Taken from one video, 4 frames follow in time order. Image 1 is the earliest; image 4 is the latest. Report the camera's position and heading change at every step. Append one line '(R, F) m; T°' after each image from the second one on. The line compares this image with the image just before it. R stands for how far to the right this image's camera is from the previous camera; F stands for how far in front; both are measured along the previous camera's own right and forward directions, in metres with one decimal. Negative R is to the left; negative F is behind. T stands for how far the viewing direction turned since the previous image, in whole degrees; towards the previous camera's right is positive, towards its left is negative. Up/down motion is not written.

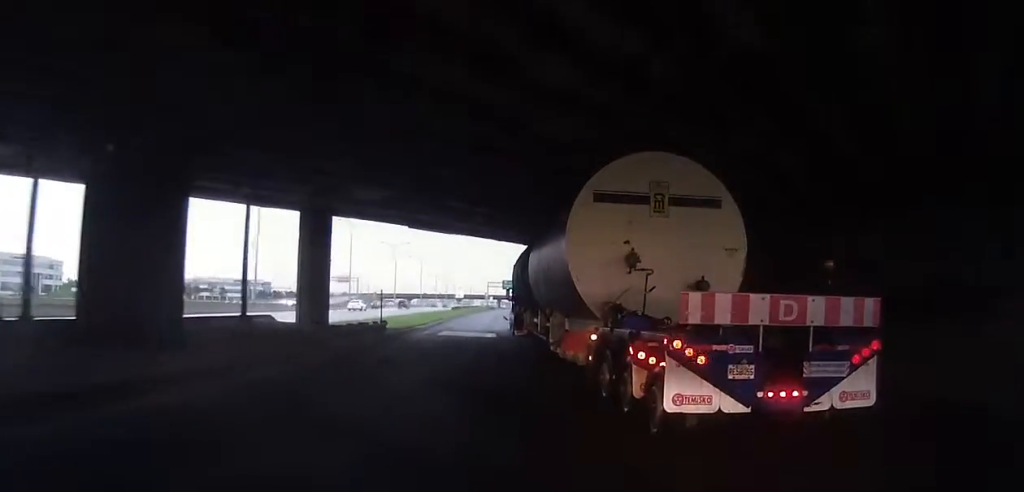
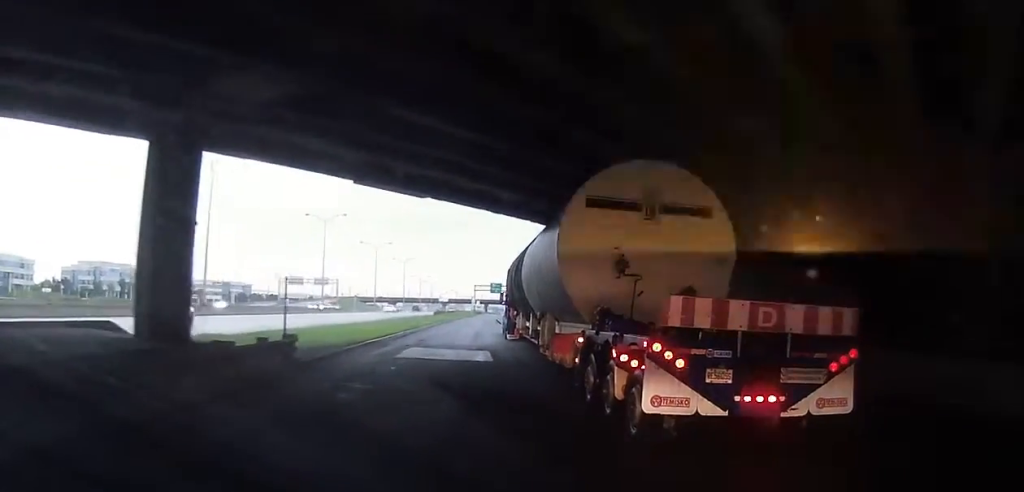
(-0.8, +12.9) m; -1°
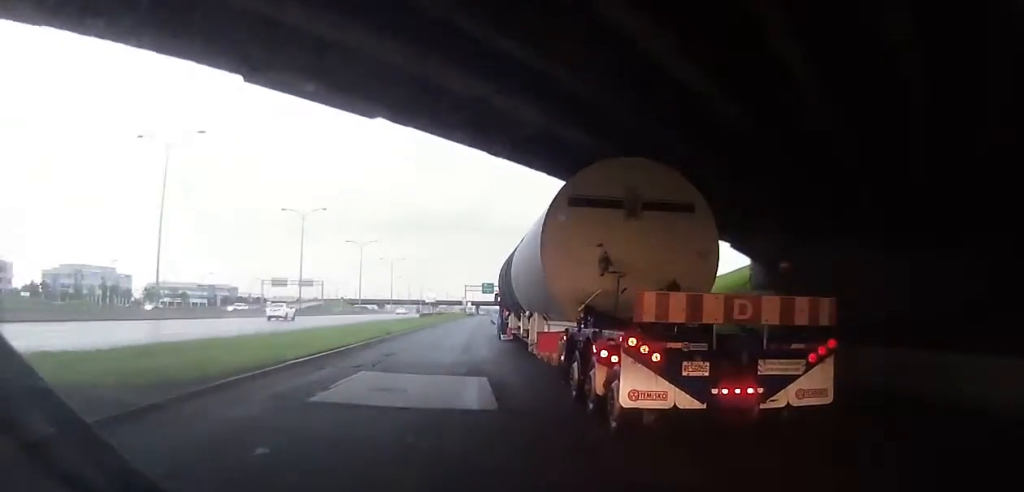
(+0.5, +9.5) m; +2°
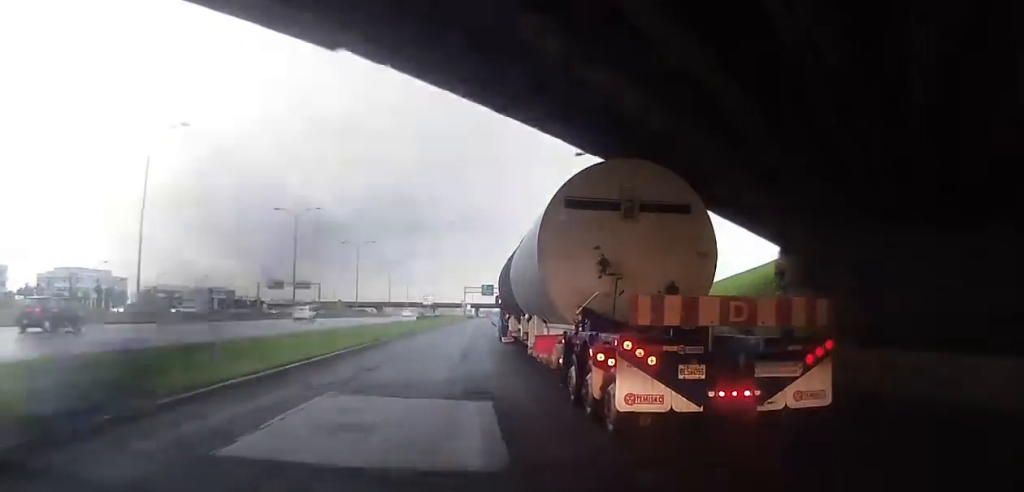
(-0.1, +3.6) m; -1°
